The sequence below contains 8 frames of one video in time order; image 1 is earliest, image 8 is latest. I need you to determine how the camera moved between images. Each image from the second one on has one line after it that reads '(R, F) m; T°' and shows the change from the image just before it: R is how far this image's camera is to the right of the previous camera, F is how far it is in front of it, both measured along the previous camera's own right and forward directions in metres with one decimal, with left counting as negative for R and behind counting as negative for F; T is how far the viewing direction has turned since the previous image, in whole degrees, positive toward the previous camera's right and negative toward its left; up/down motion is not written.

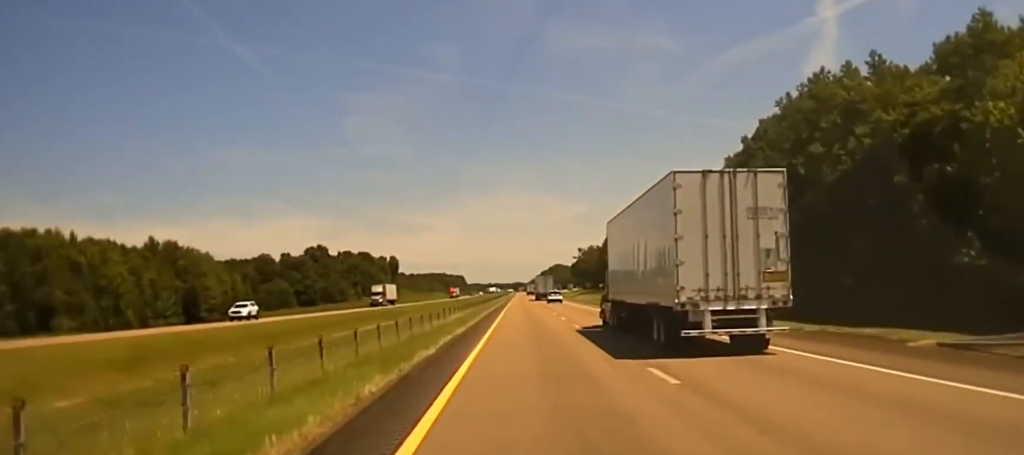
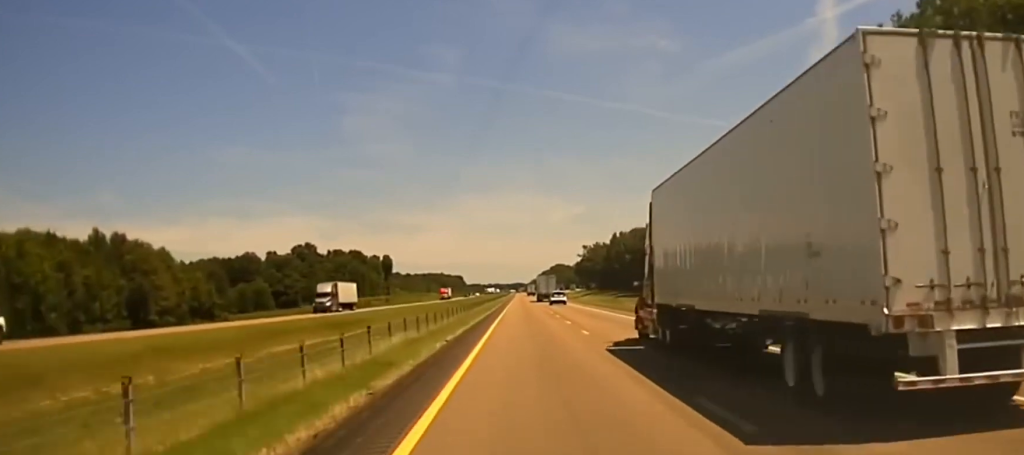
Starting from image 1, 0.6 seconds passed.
(0.0, +31.2) m; 0°
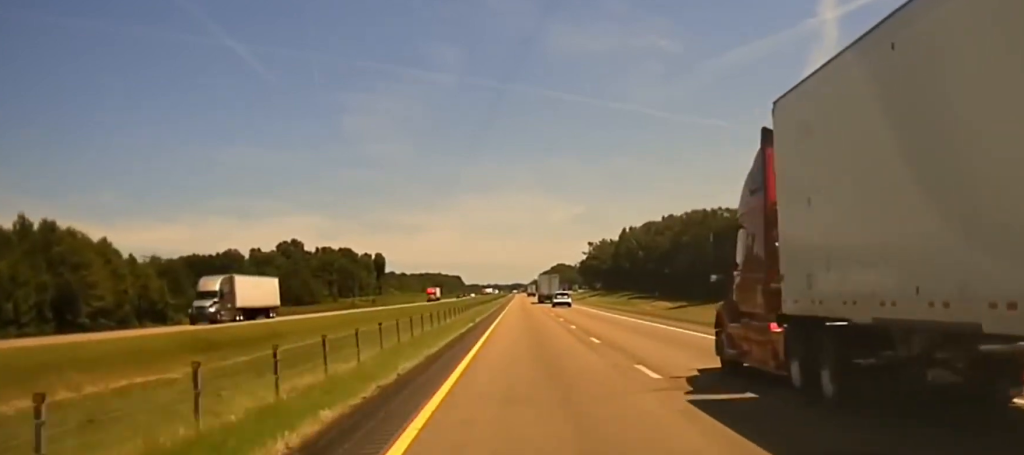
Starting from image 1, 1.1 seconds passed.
(-0.1, +35.1) m; 0°
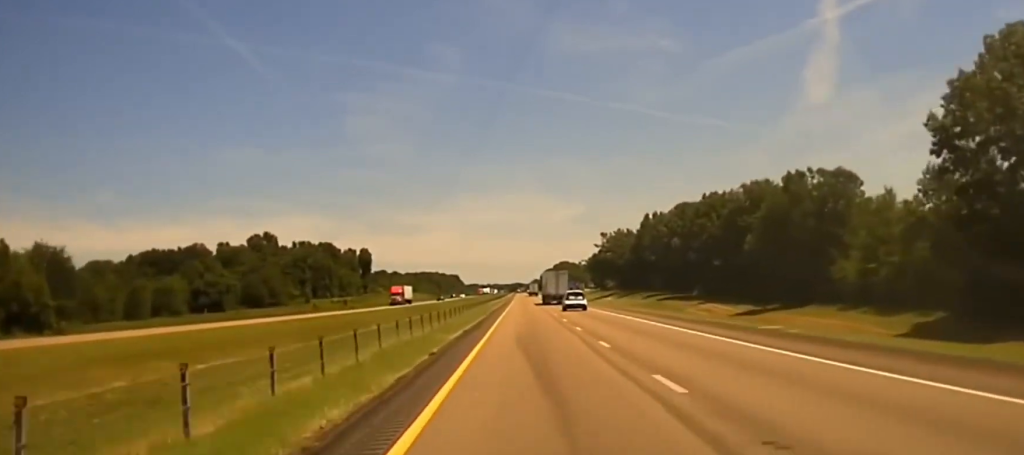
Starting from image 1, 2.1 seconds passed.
(-0.1, +62.9) m; 0°
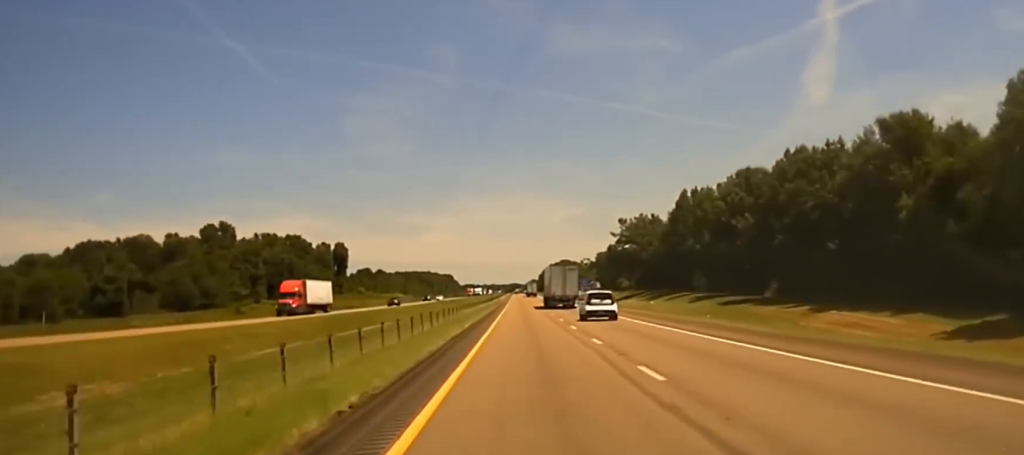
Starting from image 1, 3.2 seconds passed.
(+0.4, +67.9) m; 0°
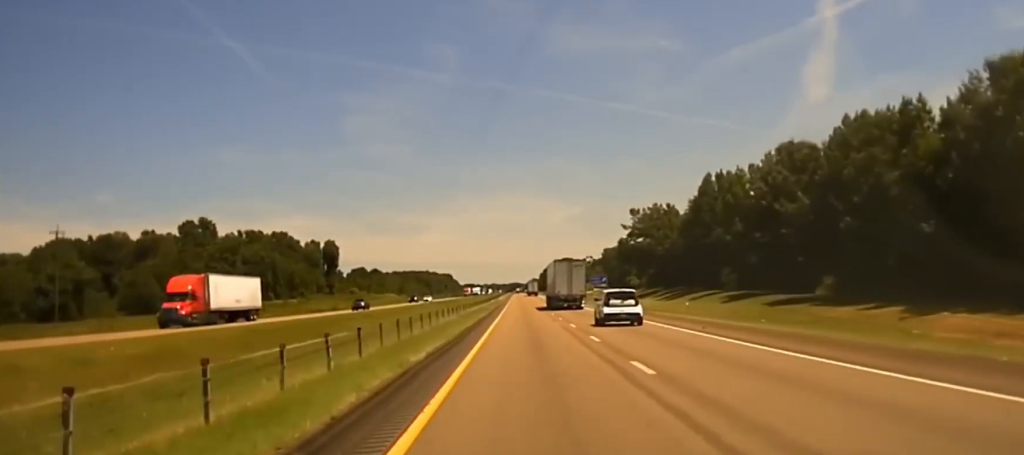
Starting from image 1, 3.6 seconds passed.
(+0.3, +23.4) m; 0°
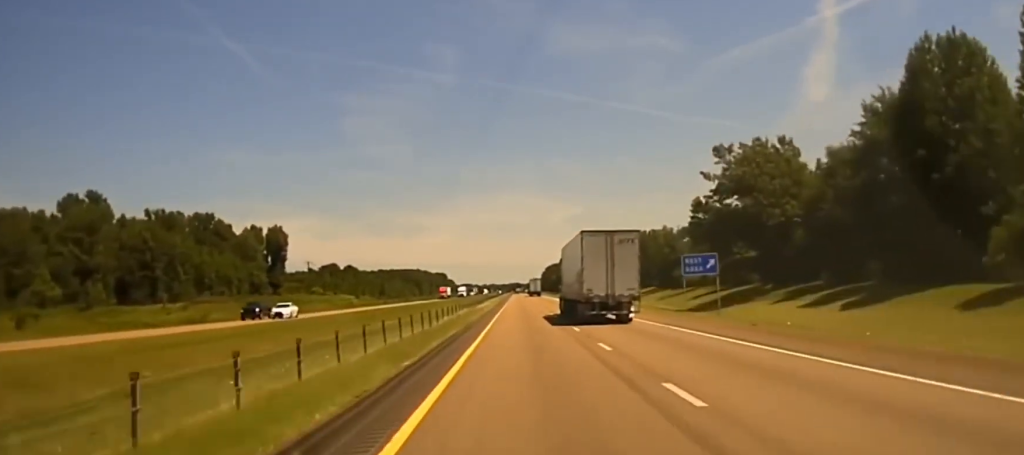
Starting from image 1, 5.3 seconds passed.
(-0.8, +87.1) m; 0°
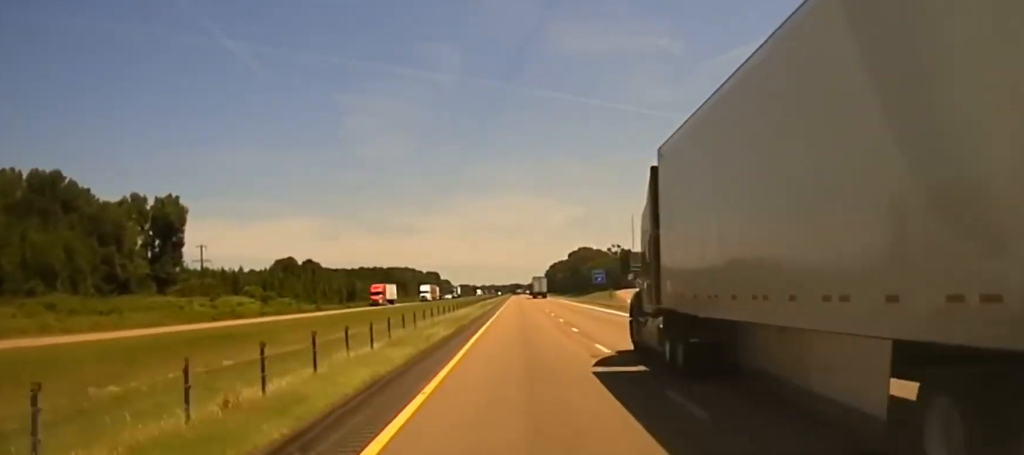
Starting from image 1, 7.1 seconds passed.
(+0.5, +87.8) m; 0°
